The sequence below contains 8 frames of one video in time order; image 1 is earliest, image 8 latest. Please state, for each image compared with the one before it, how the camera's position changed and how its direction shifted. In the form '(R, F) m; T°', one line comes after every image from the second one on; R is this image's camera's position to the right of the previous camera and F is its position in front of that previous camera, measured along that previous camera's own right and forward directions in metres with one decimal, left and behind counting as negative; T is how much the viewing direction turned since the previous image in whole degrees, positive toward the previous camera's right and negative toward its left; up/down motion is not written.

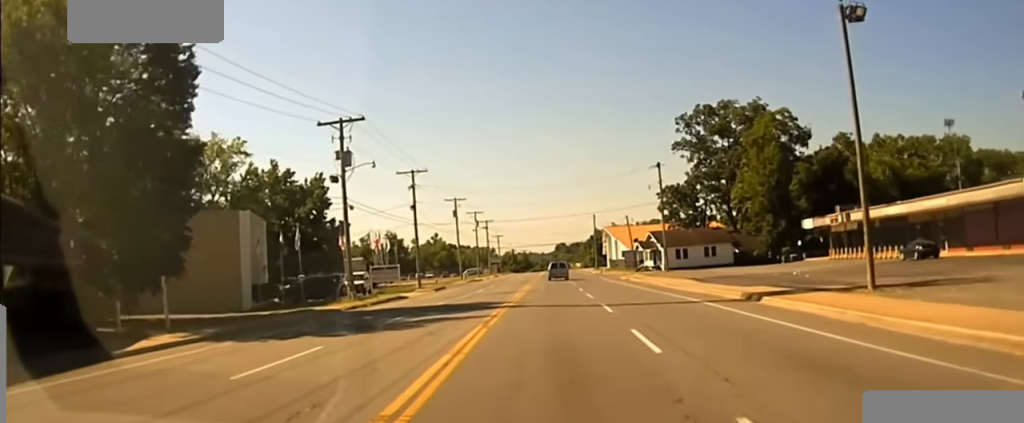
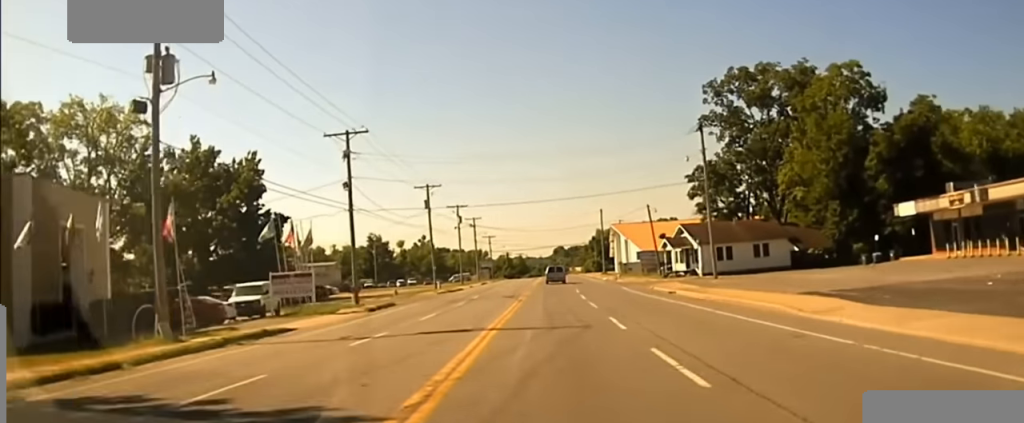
(+0.4, +28.2) m; +1°
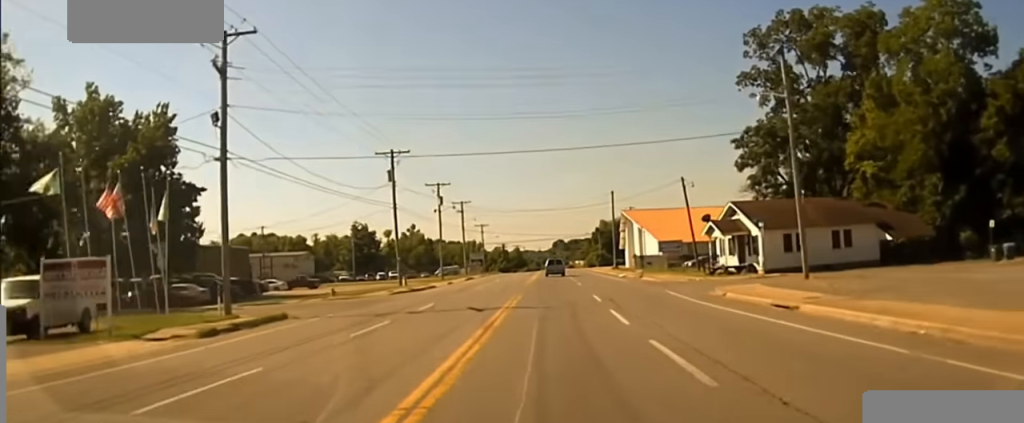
(0.0, +26.3) m; 0°
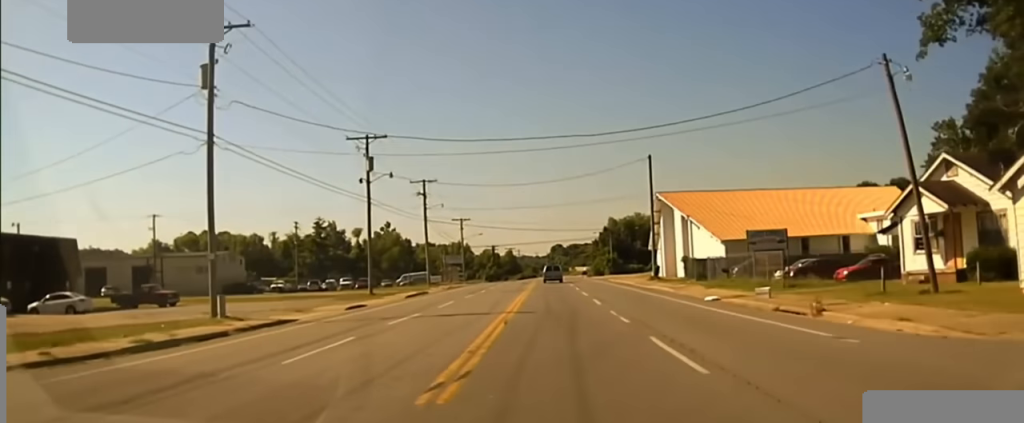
(-0.2, +42.8) m; 0°
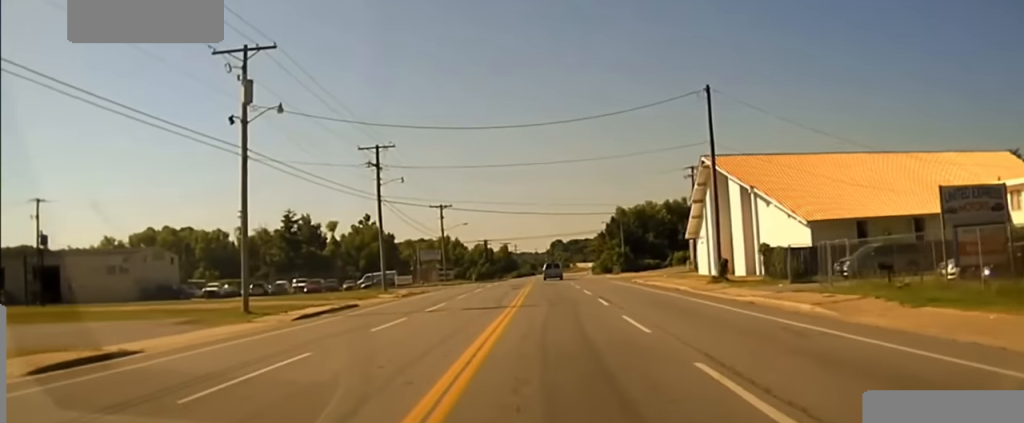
(+0.2, +25.7) m; 0°
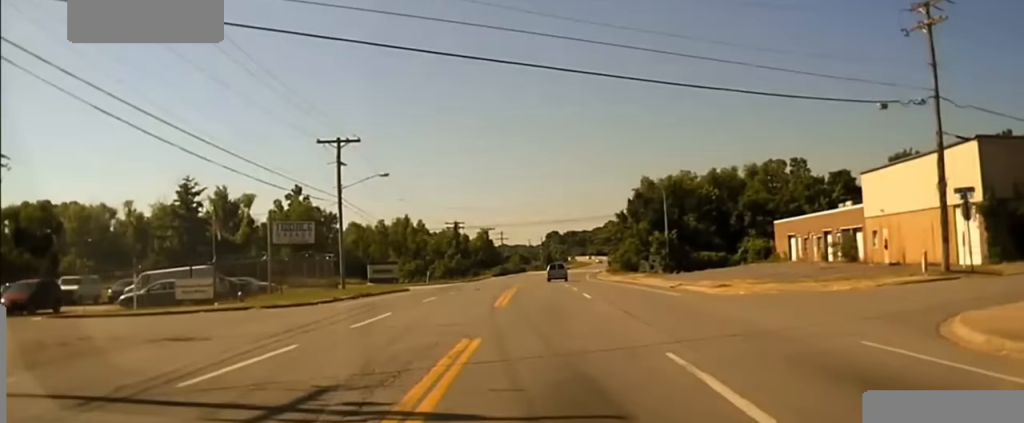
(+0.1, +50.5) m; 0°
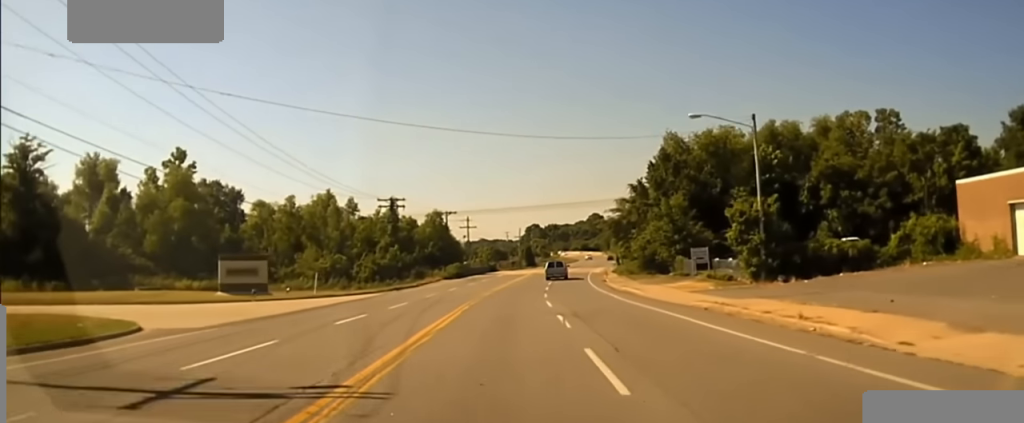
(0.0, +40.7) m; +1°
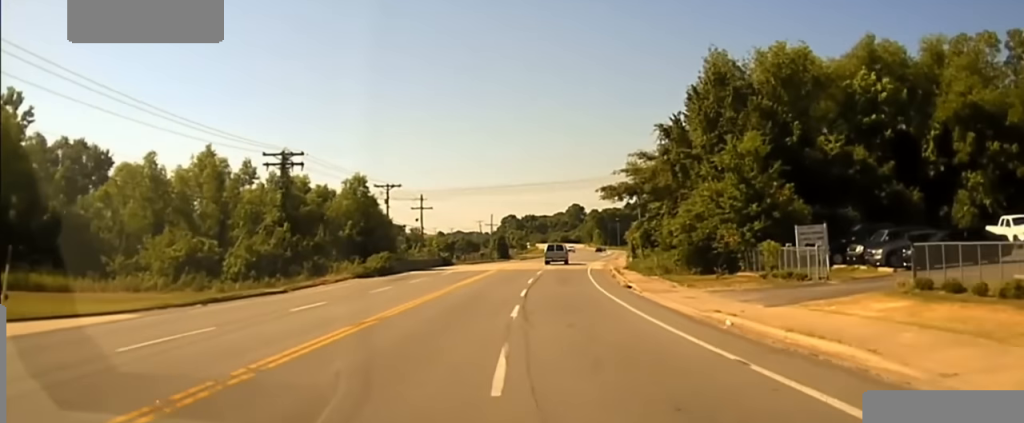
(+0.3, +35.6) m; +1°
